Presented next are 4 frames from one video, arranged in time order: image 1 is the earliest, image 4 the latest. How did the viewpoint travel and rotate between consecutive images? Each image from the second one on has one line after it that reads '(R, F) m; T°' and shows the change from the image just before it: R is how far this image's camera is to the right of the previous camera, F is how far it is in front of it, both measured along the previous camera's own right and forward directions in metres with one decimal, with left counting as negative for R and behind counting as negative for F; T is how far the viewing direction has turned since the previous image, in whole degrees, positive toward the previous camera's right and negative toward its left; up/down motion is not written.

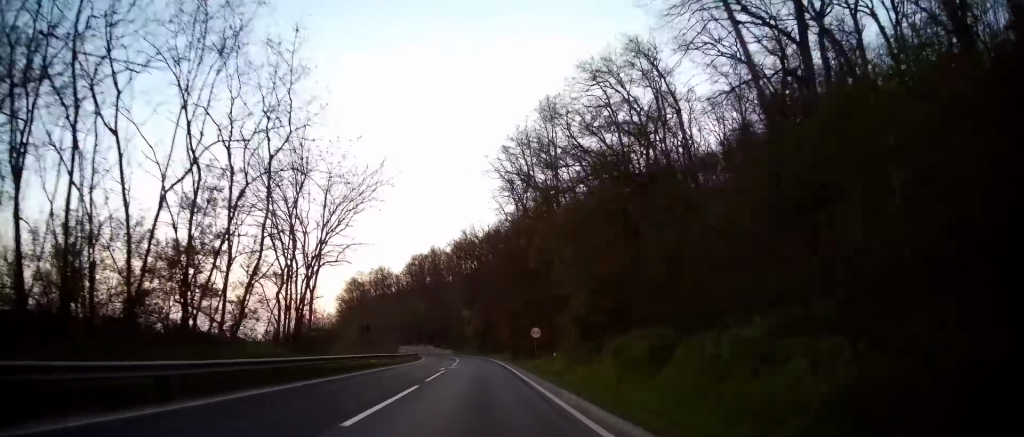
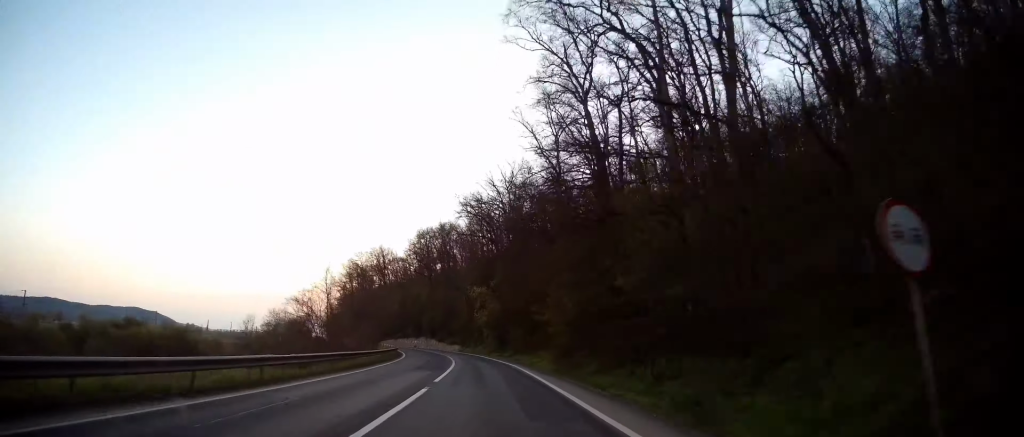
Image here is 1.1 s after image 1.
(-0.3, +31.7) m; -1°
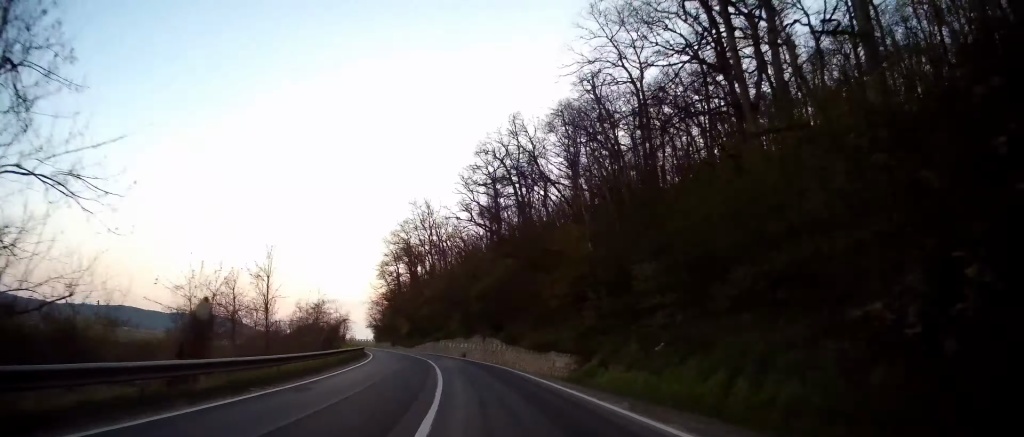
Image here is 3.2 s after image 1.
(-1.8, +59.4) m; -6°
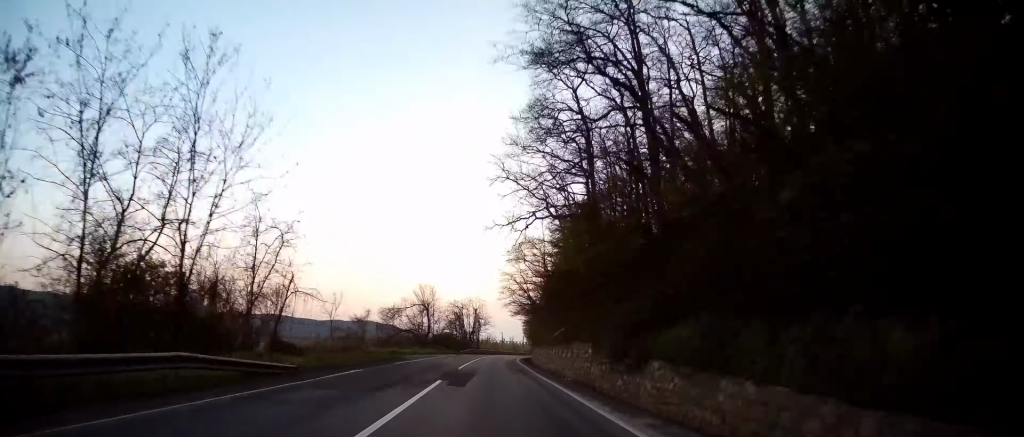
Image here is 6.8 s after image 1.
(-17.2, +97.1) m; -19°
